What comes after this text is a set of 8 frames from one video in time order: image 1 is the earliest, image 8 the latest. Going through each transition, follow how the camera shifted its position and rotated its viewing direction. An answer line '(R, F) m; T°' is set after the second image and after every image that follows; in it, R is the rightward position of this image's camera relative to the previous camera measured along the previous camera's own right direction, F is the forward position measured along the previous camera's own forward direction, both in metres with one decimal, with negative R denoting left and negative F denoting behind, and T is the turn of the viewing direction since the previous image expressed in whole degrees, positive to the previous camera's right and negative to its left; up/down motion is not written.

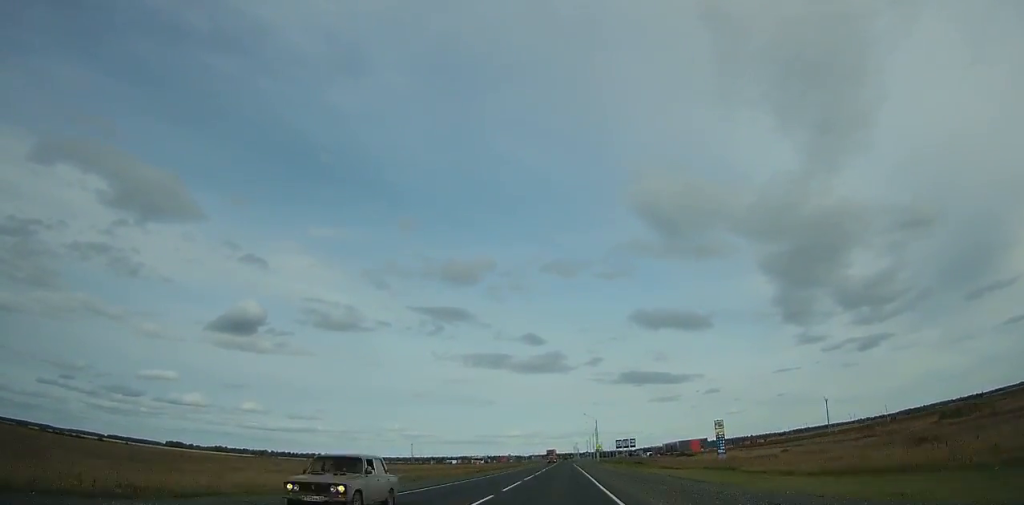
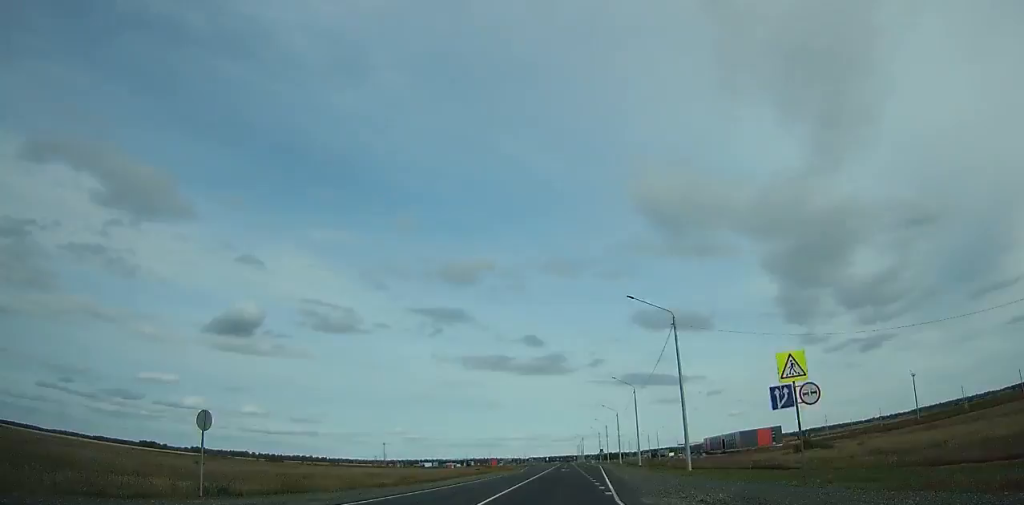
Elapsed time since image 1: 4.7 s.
(-0.3, +104.8) m; 0°
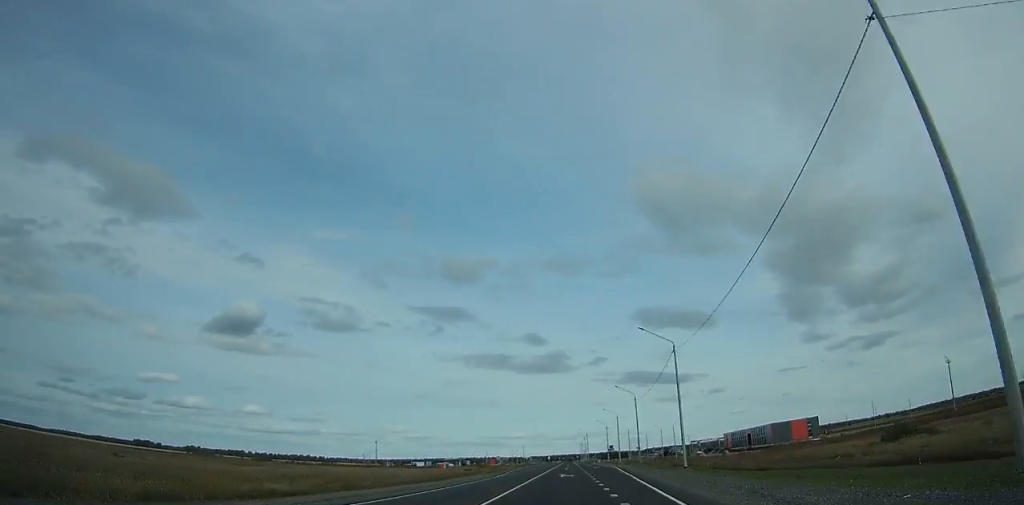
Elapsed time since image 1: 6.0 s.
(-0.1, +28.9) m; 0°
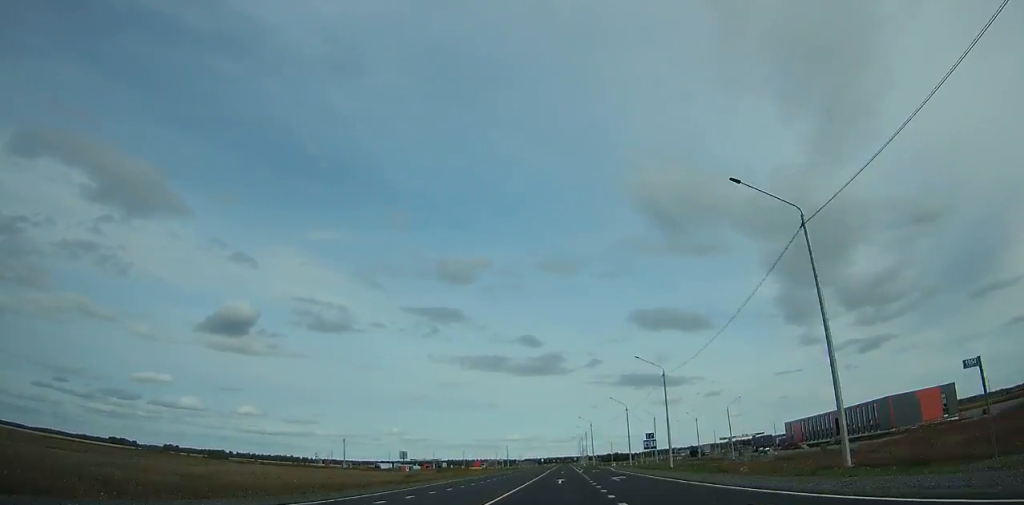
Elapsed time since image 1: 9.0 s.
(-0.2, +66.4) m; 0°
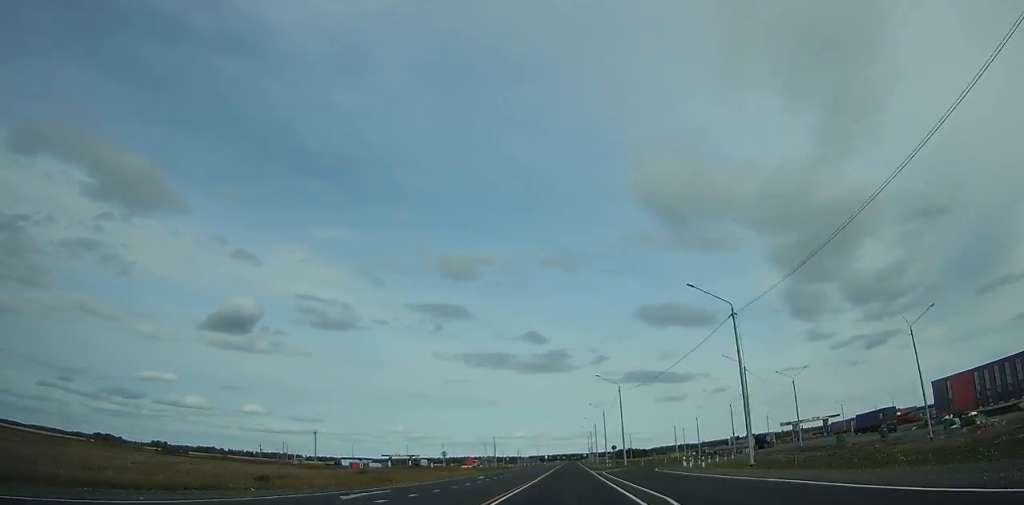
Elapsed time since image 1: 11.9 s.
(0.0, +64.1) m; 0°
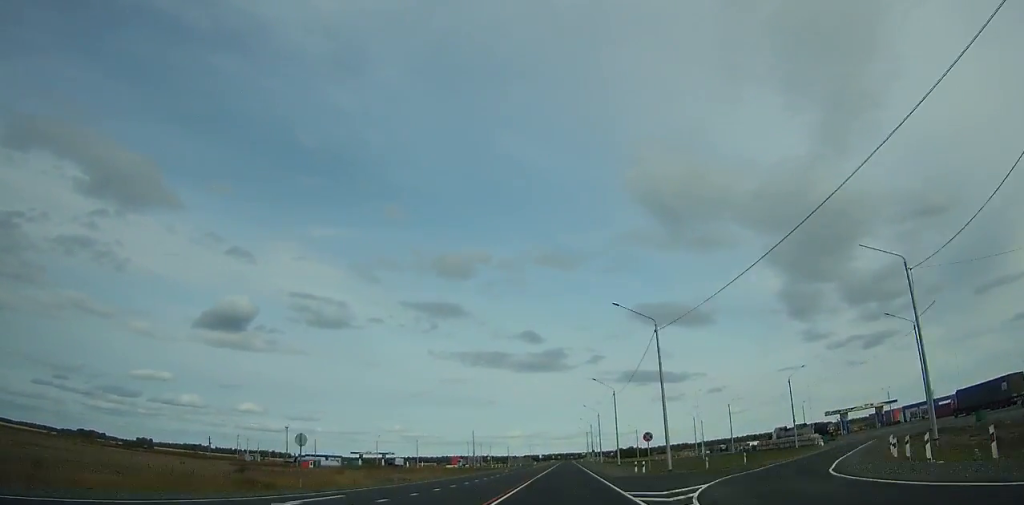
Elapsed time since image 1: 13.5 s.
(0.0, +35.3) m; 0°
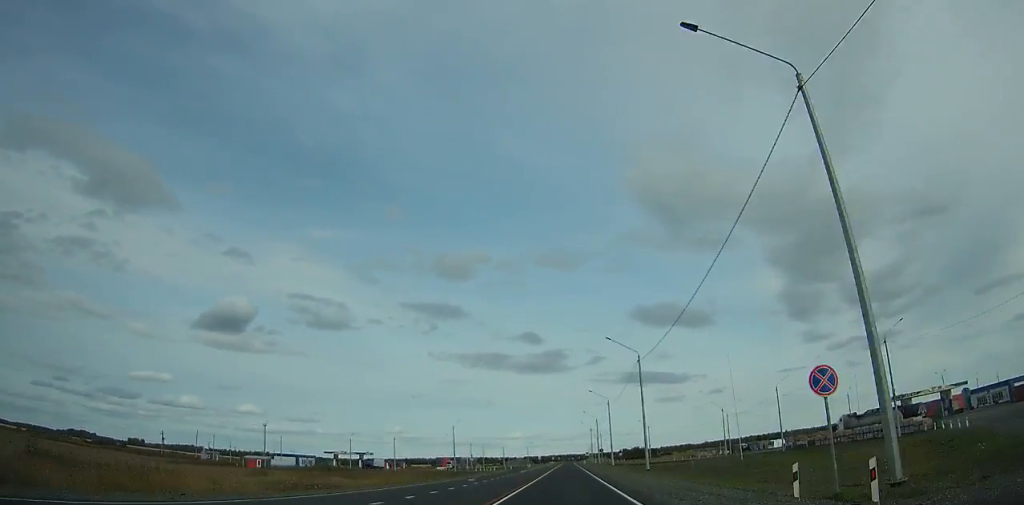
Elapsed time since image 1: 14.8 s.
(0.0, +28.6) m; 0°
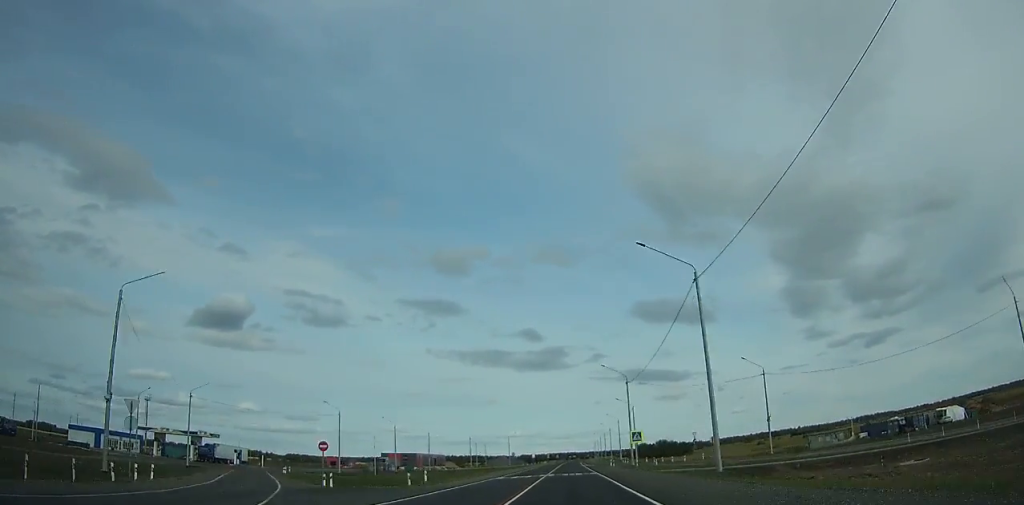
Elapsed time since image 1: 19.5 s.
(-0.2, +103.7) m; 0°
